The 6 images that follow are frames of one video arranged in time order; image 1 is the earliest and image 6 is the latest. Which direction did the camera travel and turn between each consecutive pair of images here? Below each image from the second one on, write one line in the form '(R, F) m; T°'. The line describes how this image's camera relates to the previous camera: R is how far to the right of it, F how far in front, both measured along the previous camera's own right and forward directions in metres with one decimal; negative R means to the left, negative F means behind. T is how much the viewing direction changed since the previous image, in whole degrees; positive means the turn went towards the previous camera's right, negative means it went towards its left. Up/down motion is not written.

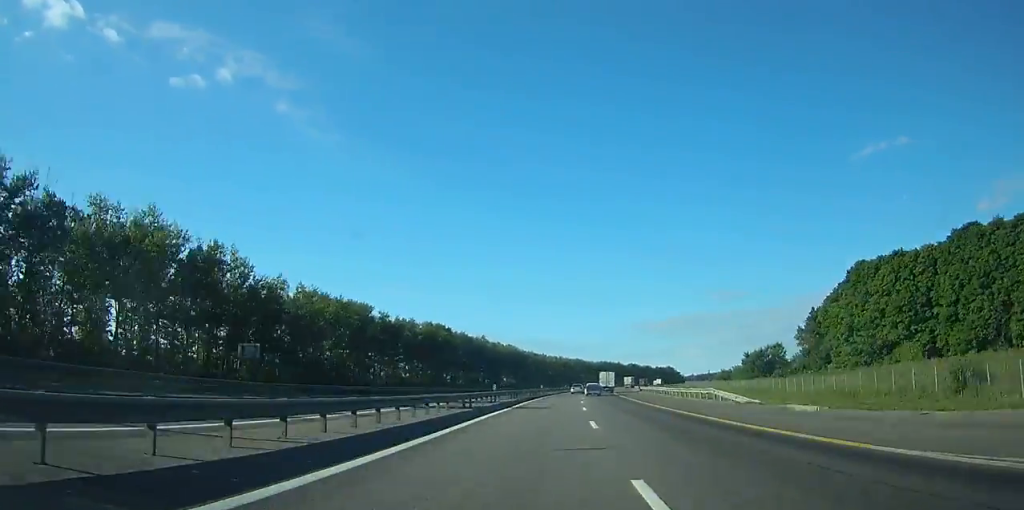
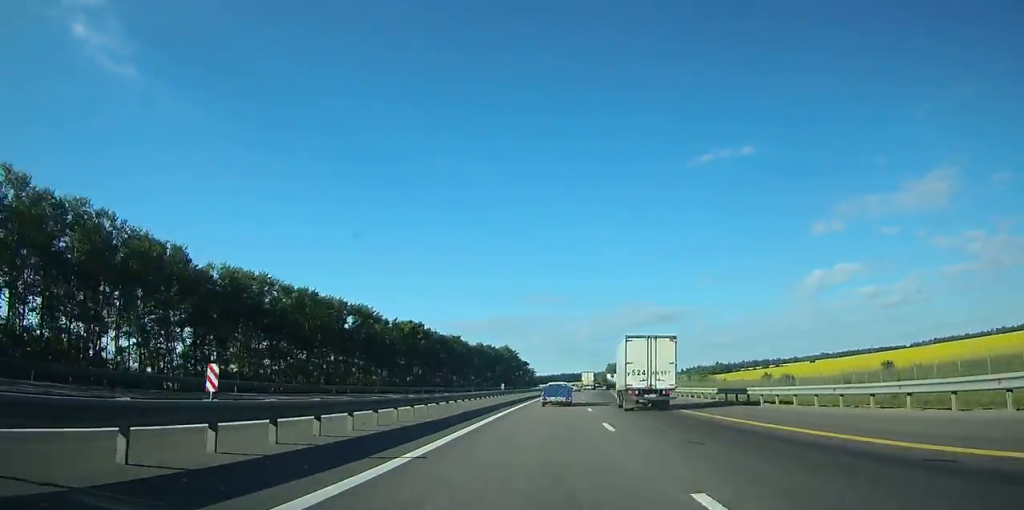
(+40.7, +292.8) m; +16°
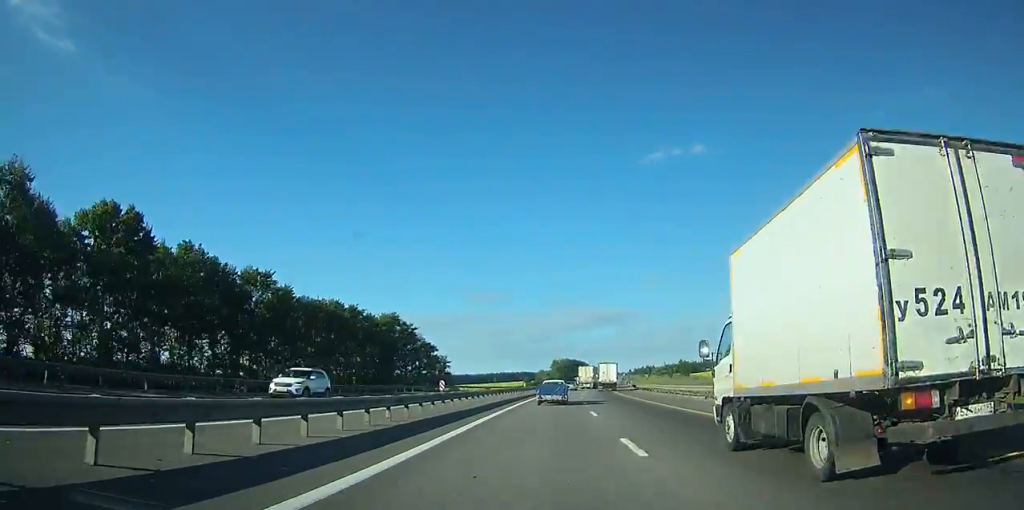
(+5.3, +104.9) m; +5°
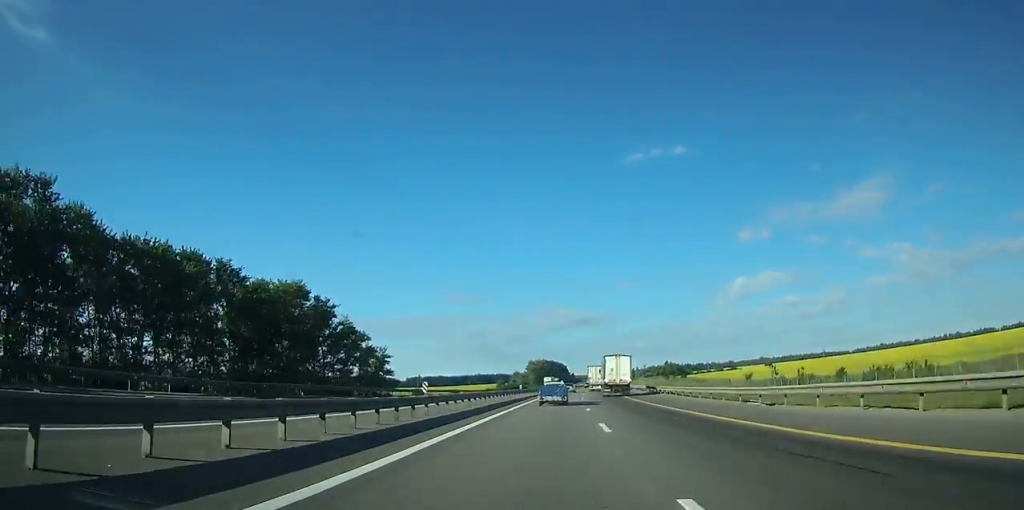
(+1.3, +43.8) m; +2°
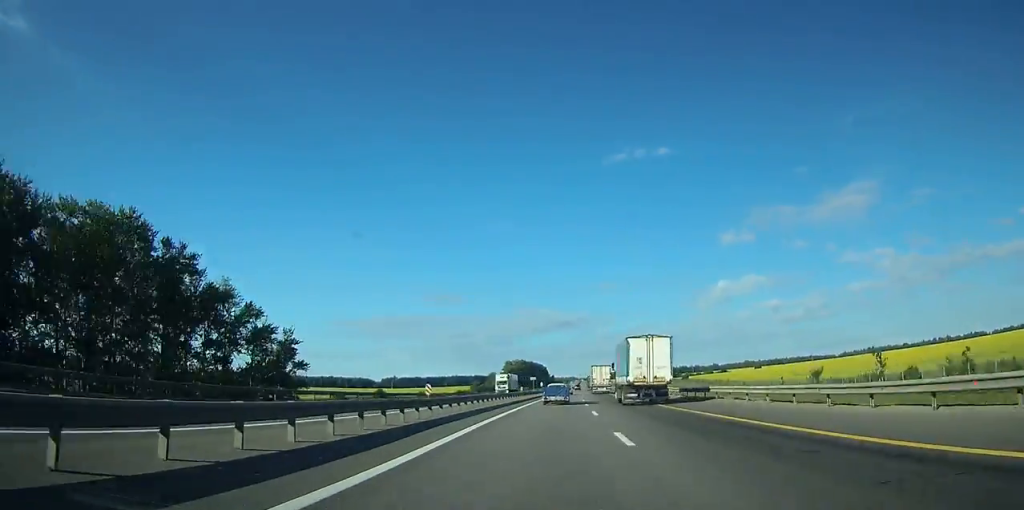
(+0.3, +40.6) m; +2°
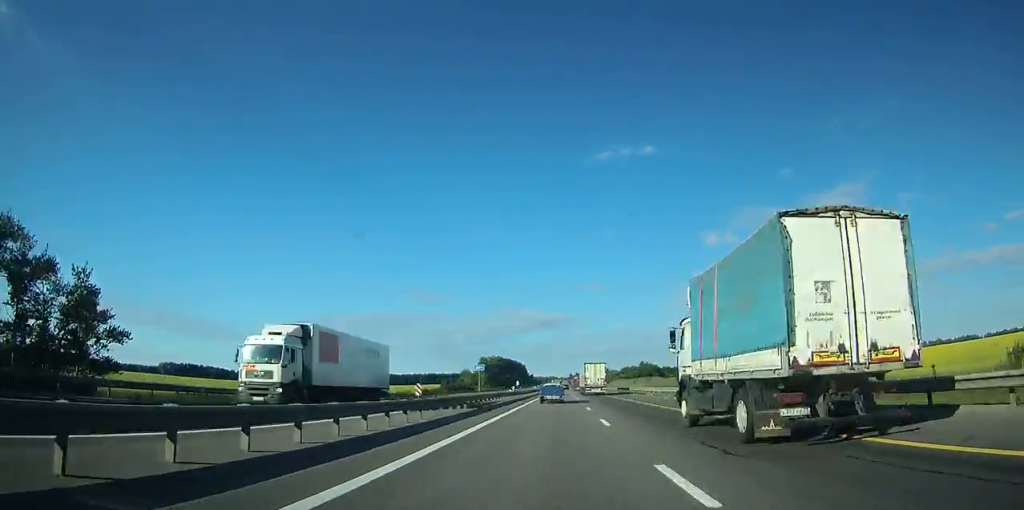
(+1.3, +42.4) m; +1°
